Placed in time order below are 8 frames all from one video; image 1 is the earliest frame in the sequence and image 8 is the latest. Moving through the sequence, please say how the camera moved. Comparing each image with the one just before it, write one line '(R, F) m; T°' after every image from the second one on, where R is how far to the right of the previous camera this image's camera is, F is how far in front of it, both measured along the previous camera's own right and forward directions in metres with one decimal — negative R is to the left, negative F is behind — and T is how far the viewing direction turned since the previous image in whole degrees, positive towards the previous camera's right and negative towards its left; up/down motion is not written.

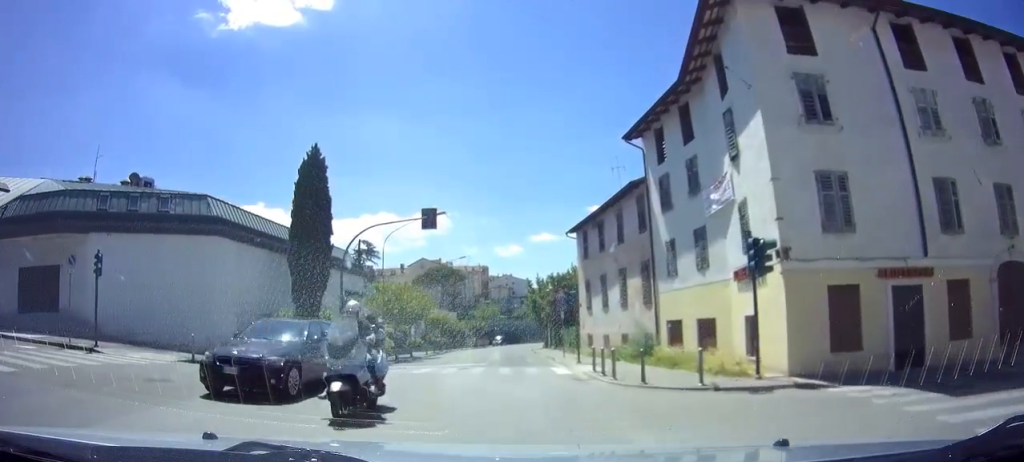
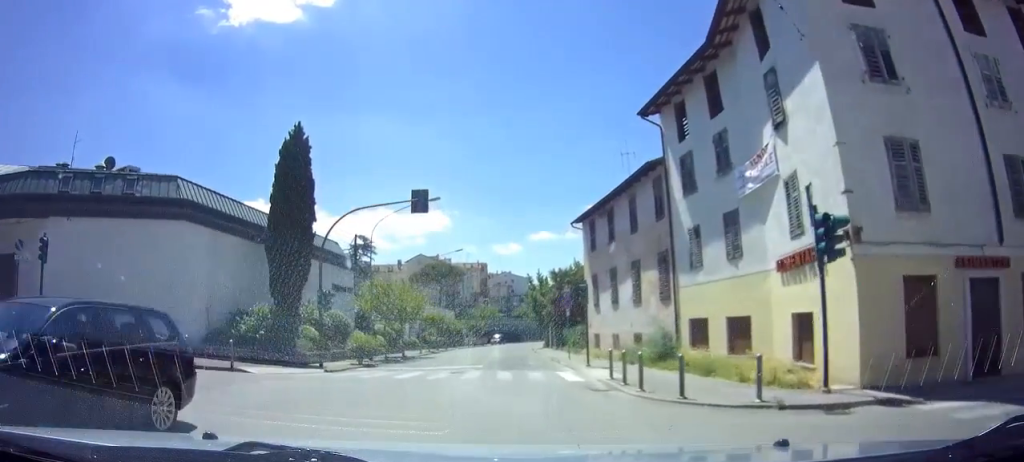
(0.0, +2.9) m; +2°
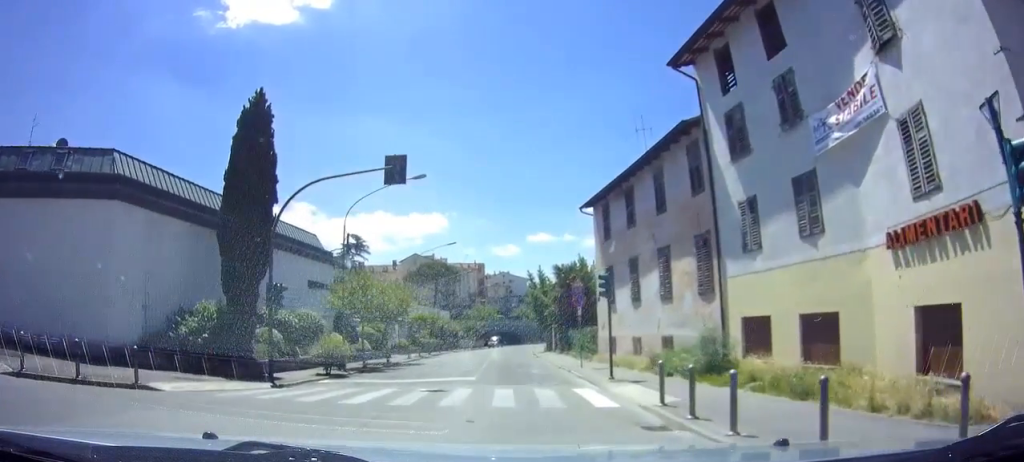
(+0.3, +5.4) m; +4°
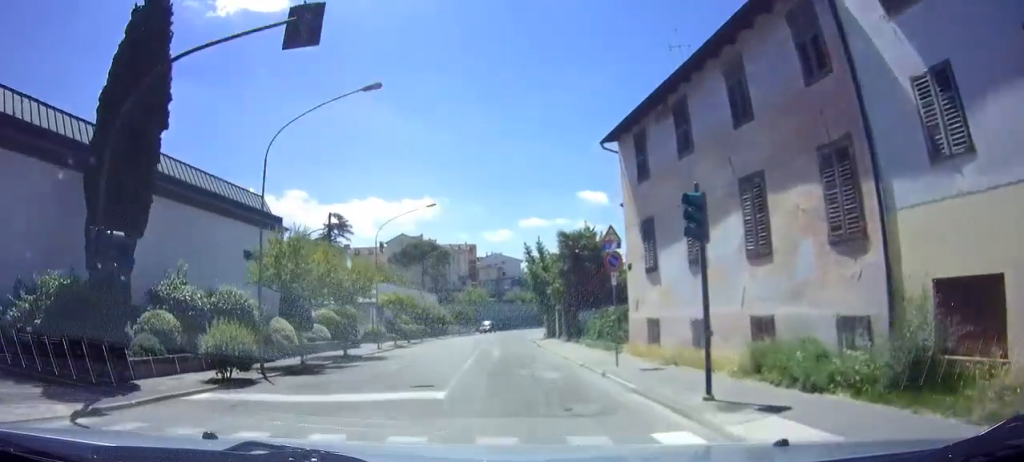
(+0.1, +7.7) m; 0°
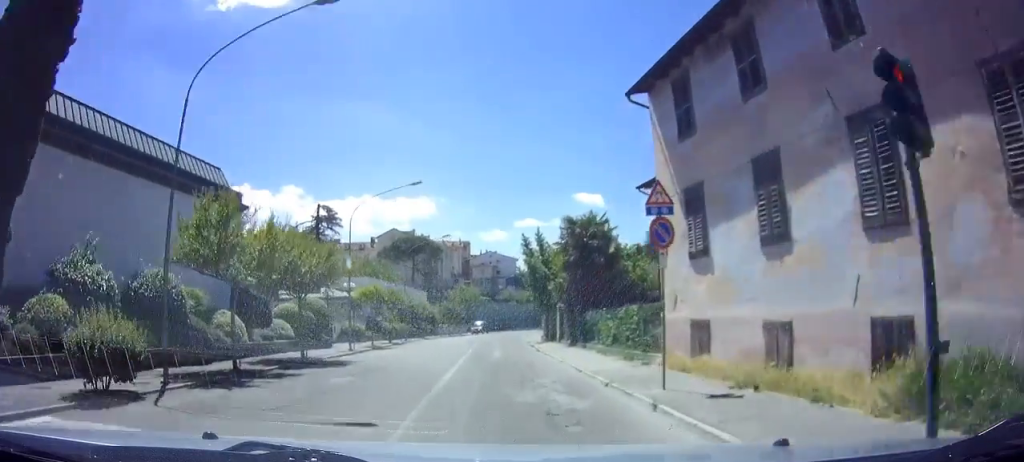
(-0.1, +4.7) m; -1°
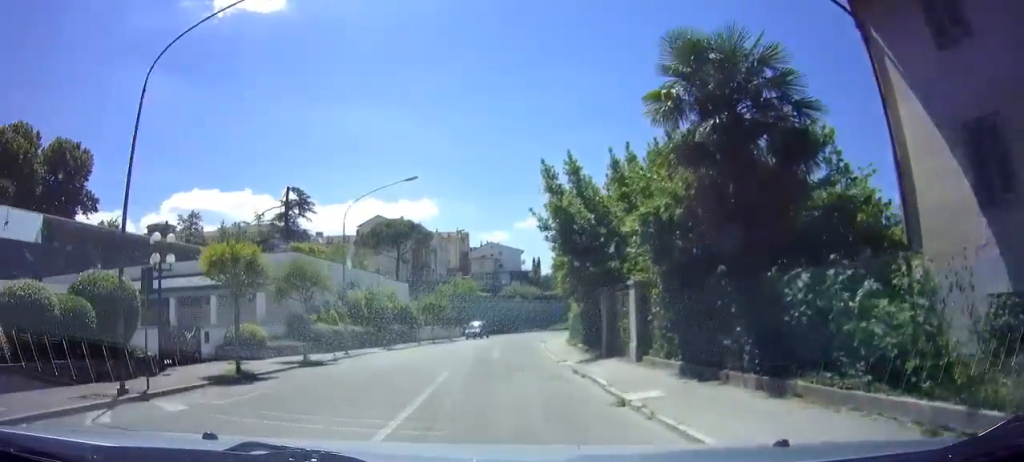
(+0.1, +17.7) m; +1°
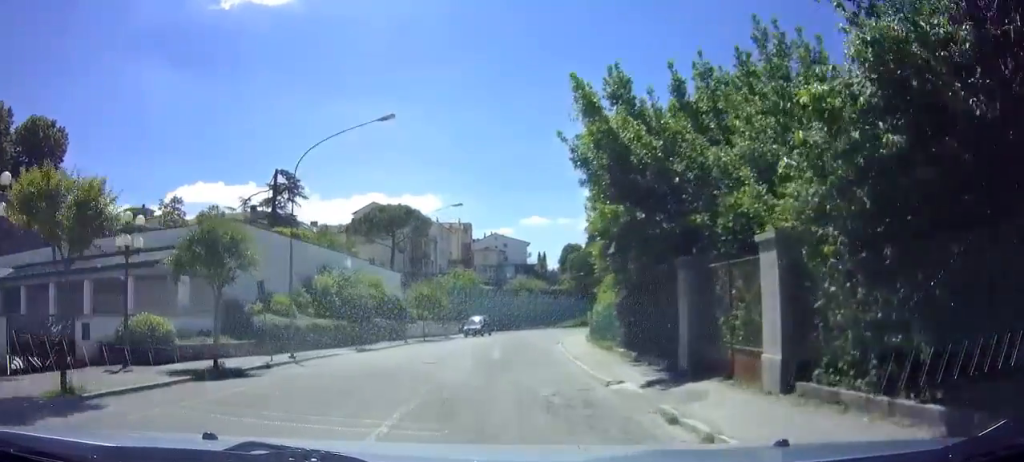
(0.0, +7.7) m; 0°
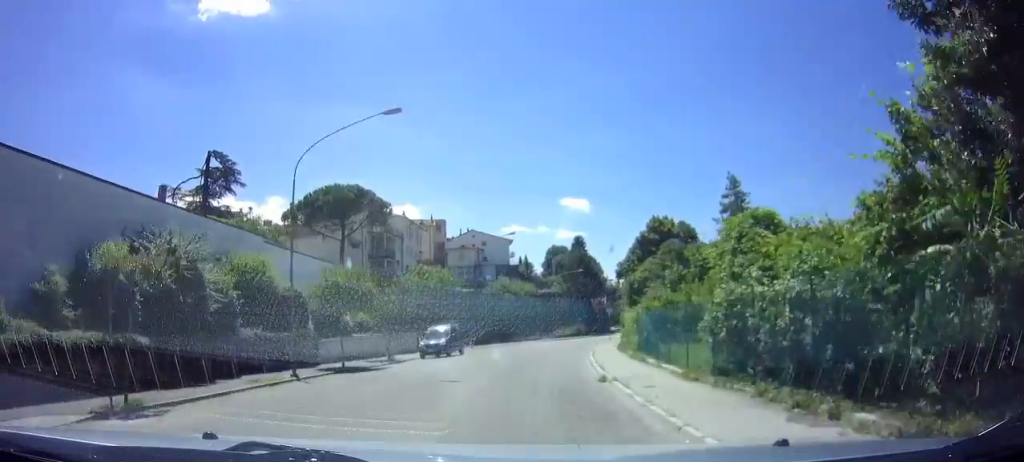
(-0.1, +15.9) m; +2°
